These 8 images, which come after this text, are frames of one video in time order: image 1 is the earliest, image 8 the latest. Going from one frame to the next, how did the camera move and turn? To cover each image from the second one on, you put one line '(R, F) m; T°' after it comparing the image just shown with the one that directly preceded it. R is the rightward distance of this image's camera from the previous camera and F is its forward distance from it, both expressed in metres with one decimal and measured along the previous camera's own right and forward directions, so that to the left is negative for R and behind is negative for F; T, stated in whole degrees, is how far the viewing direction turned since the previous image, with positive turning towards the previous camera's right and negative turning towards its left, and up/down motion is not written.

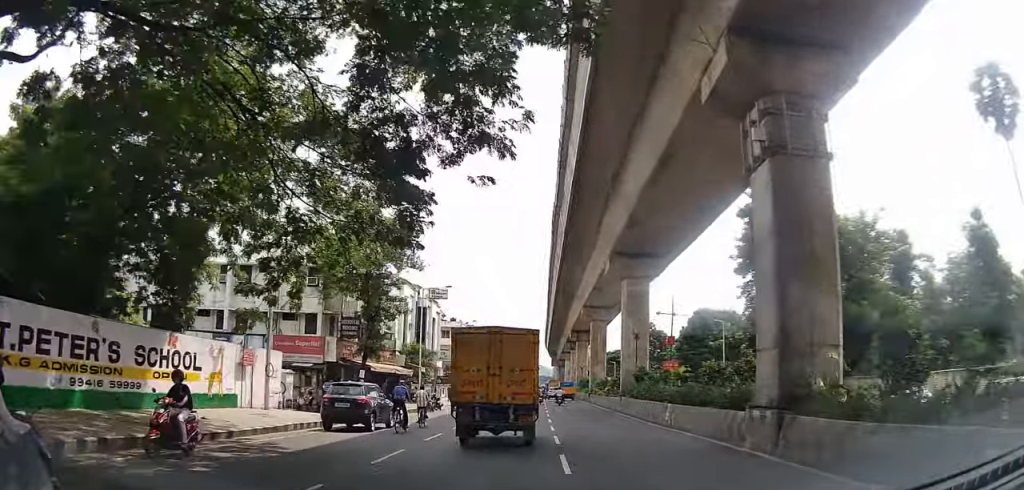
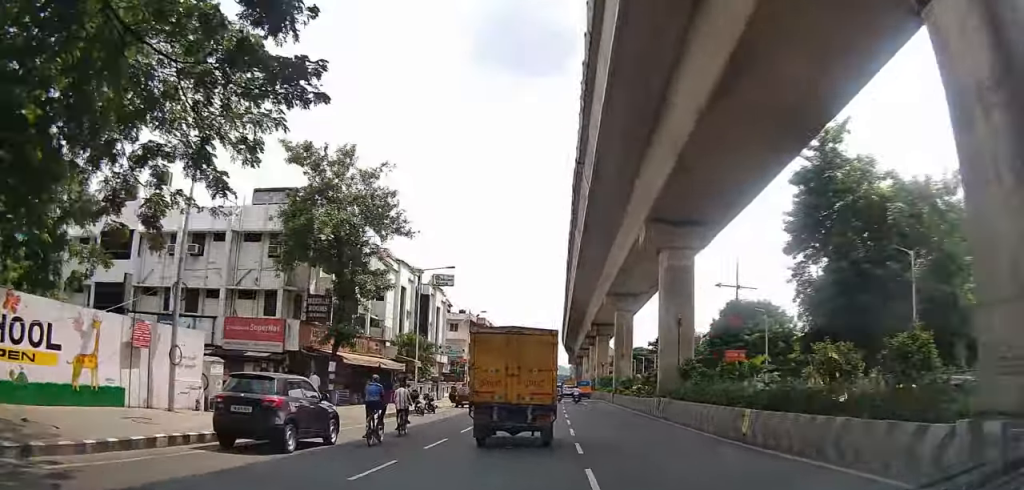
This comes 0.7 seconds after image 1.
(-0.1, +7.3) m; -1°
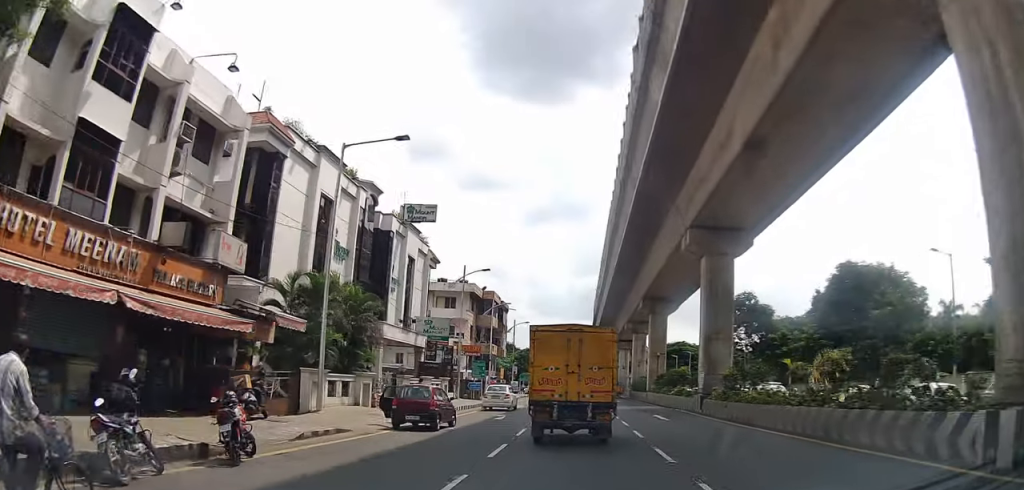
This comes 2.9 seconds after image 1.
(-0.5, +24.3) m; -2°
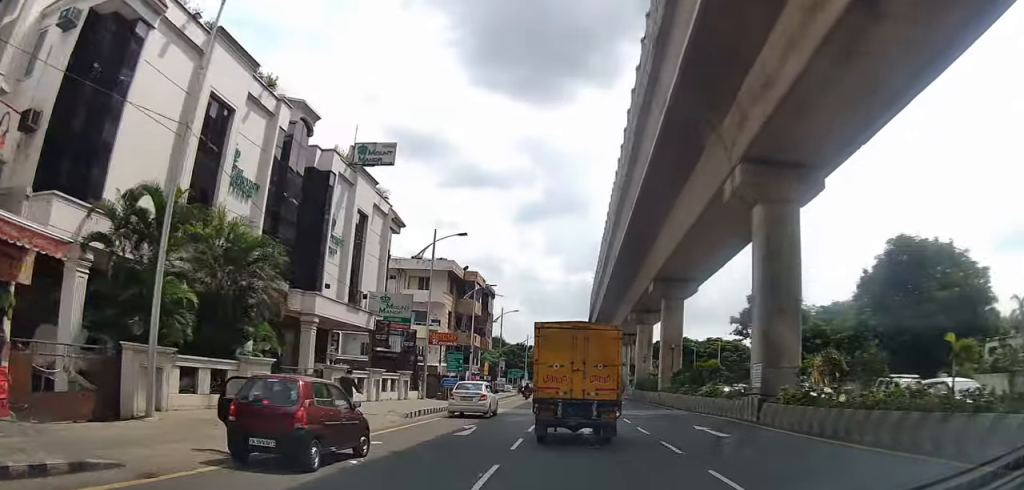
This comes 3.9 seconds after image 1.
(-0.1, +11.2) m; 0°
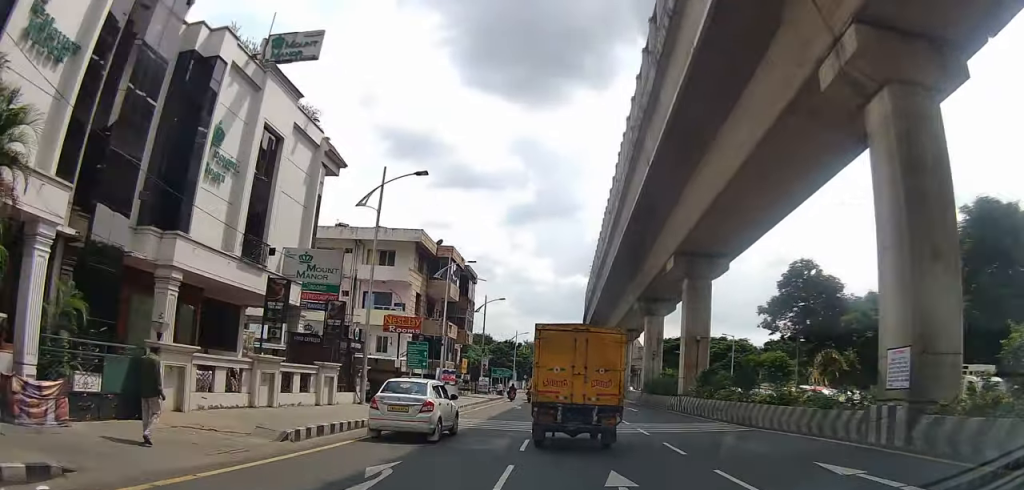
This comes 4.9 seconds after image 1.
(0.0, +11.4) m; +1°
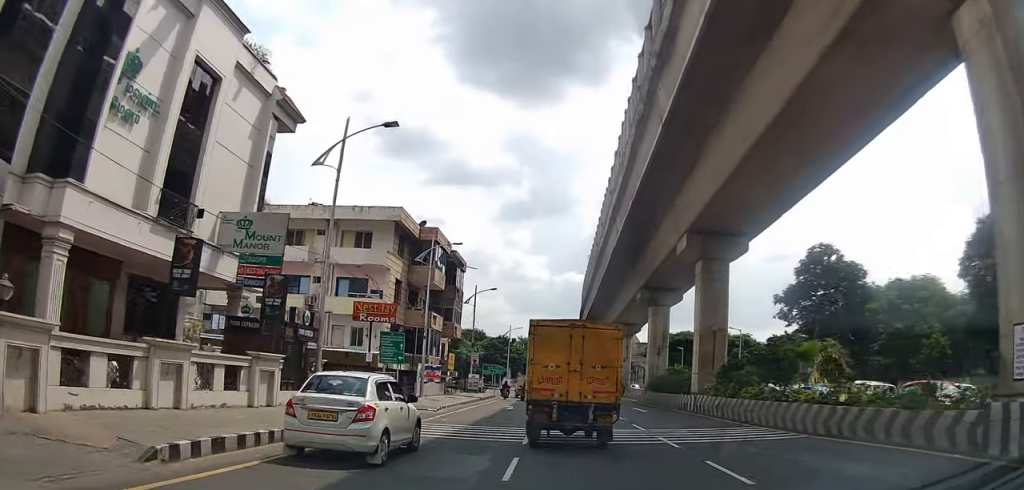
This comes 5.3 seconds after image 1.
(0.0, +5.3) m; +1°
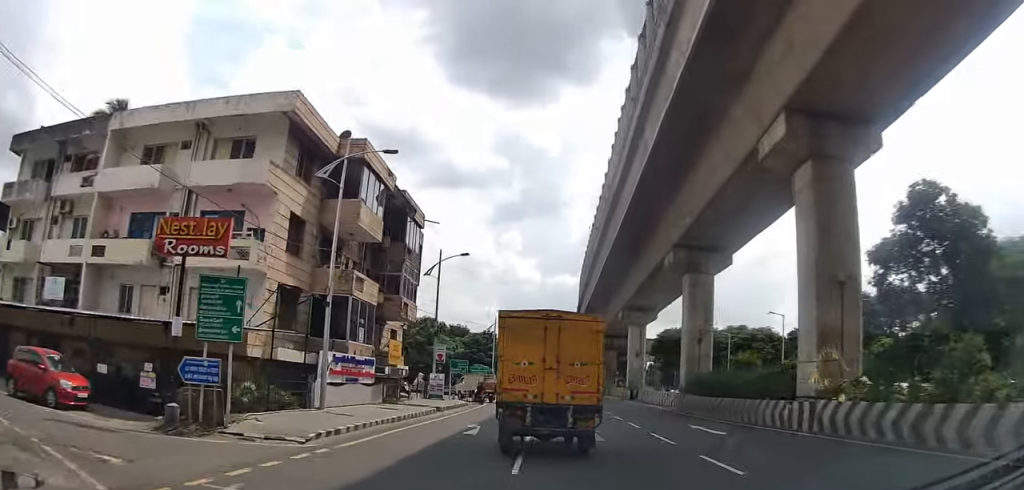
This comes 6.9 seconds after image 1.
(+0.3, +18.5) m; +2°
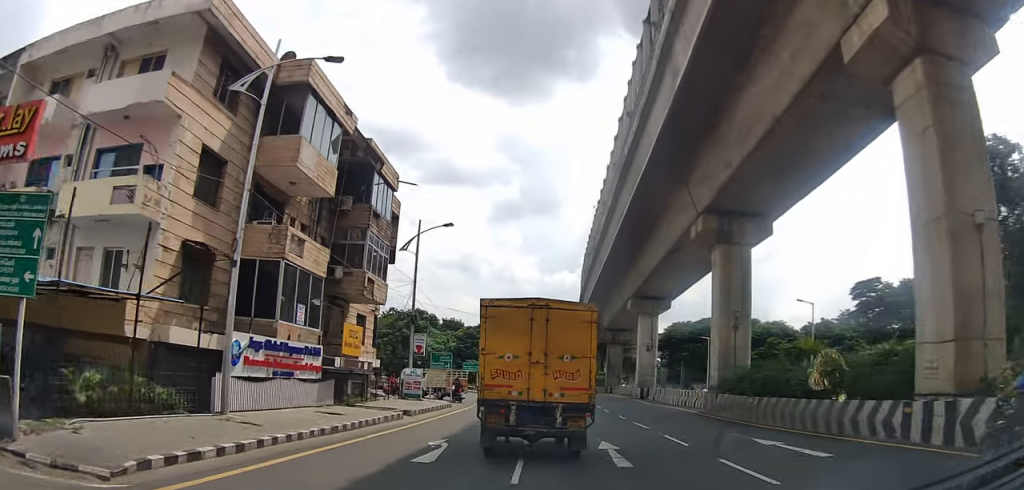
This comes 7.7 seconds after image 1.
(+0.1, +9.2) m; +1°
